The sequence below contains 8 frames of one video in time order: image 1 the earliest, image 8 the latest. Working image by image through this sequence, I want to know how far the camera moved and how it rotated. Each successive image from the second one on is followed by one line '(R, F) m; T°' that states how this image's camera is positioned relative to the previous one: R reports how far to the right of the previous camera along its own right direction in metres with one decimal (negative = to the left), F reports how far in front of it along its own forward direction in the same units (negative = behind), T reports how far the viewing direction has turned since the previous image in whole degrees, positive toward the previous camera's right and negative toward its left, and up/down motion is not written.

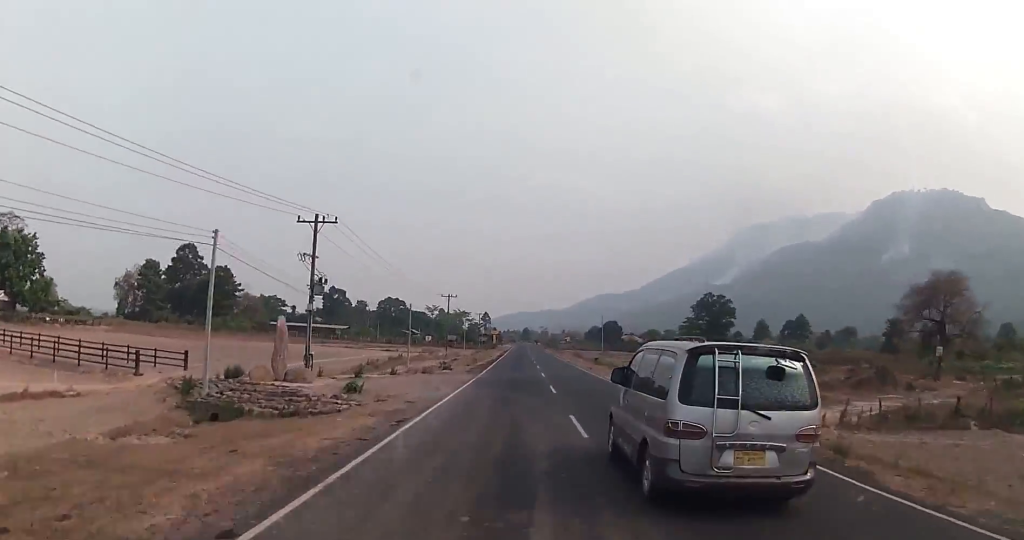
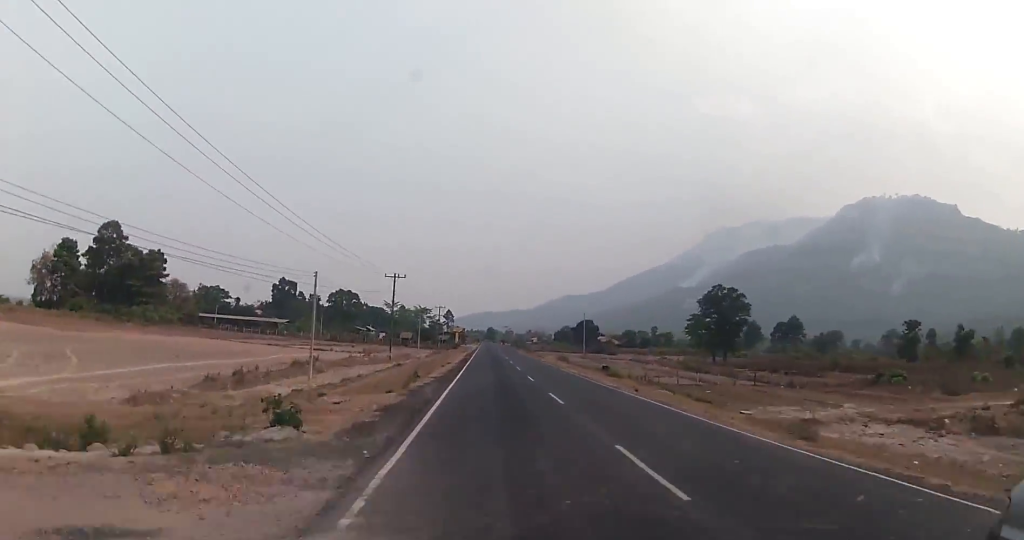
(+0.9, +31.8) m; +1°
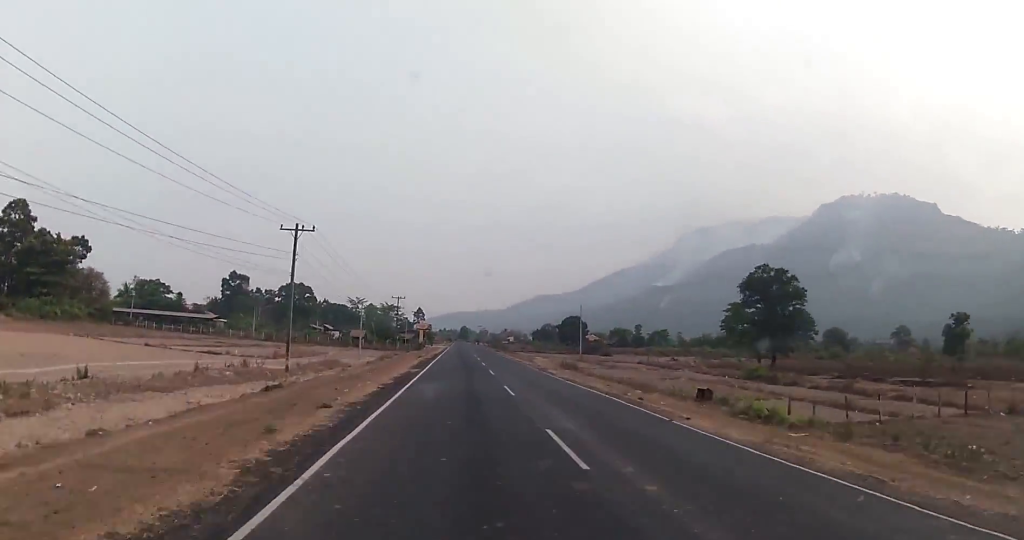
(+0.5, +34.4) m; +1°
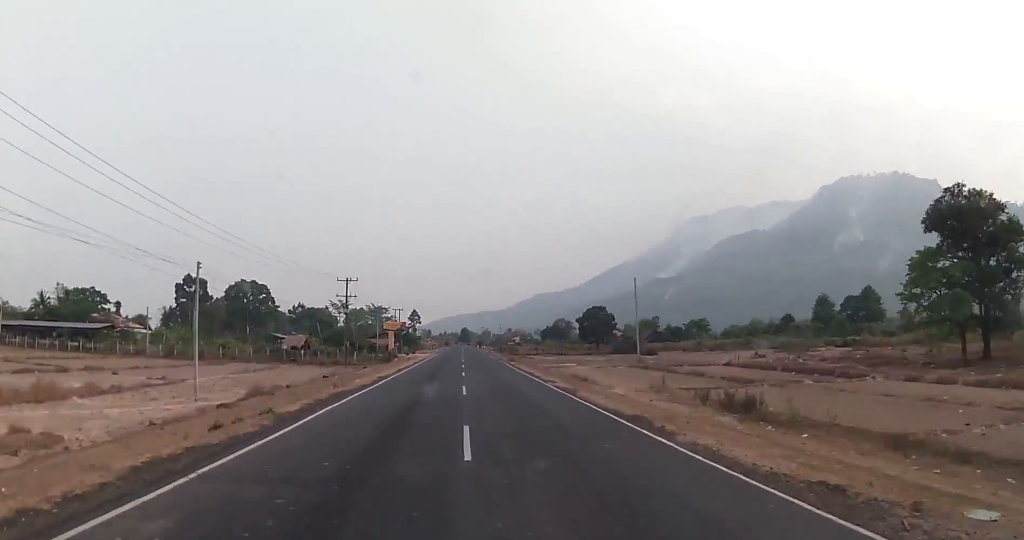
(+0.3, +47.4) m; 0°
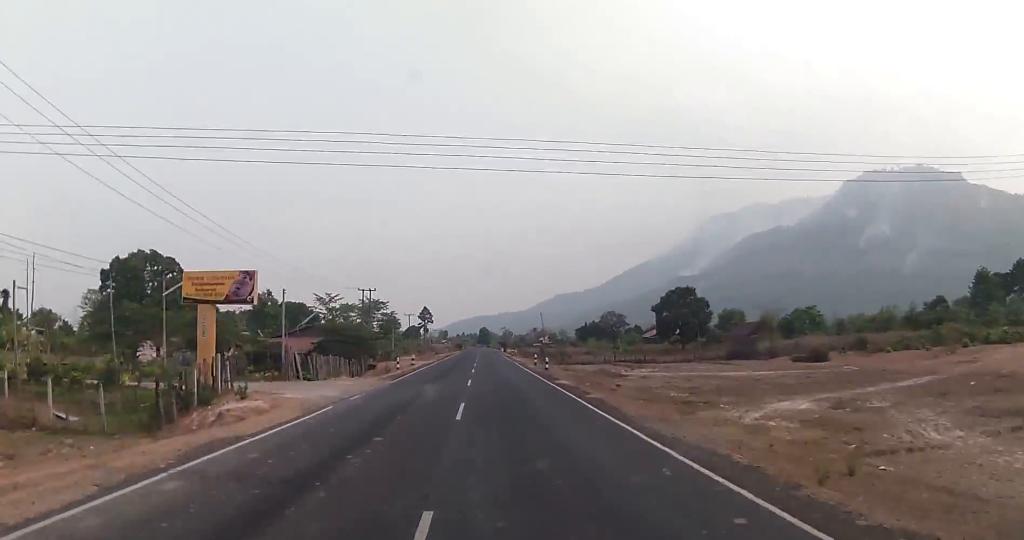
(+0.1, +66.5) m; 0°
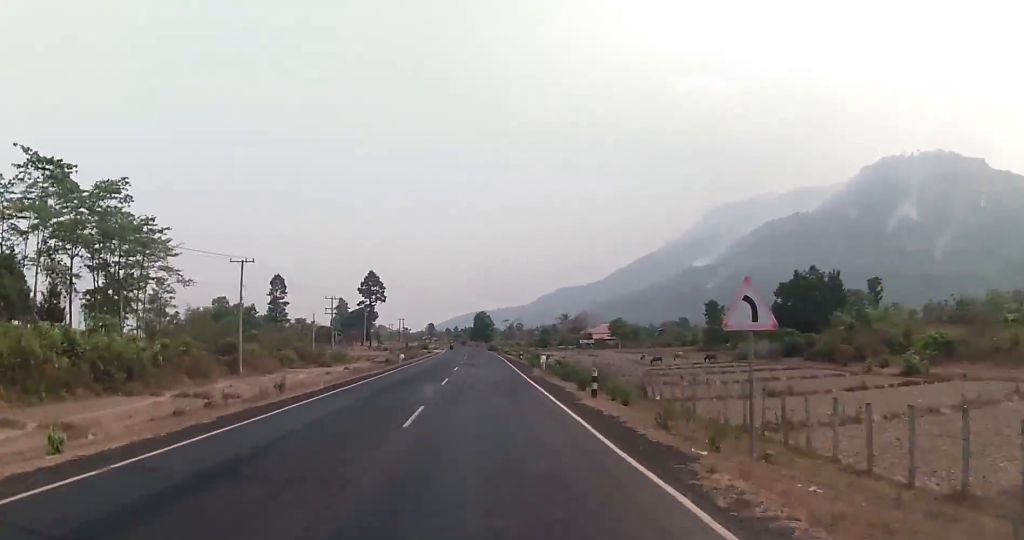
(-1.9, +190.7) m; -1°
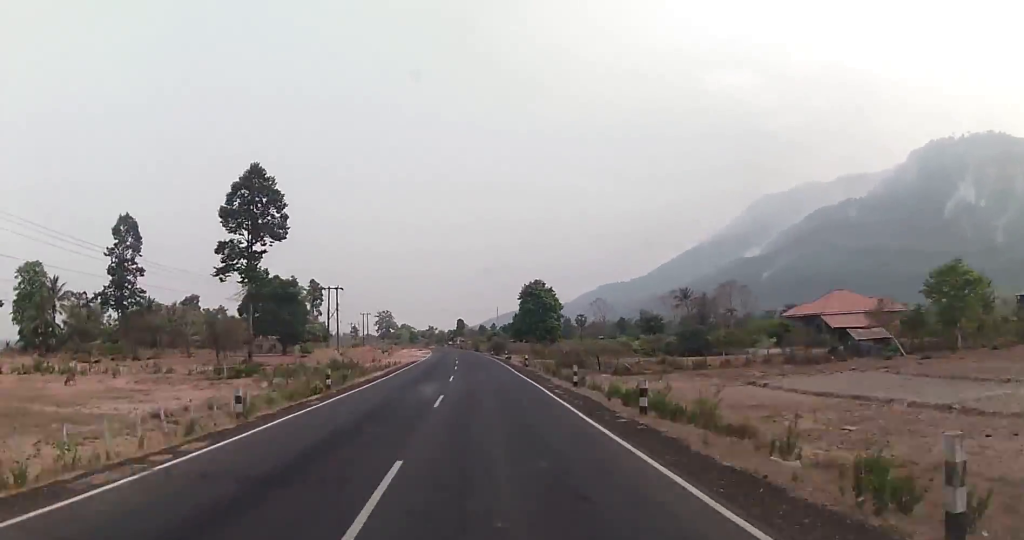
(-3.2, +140.0) m; -3°
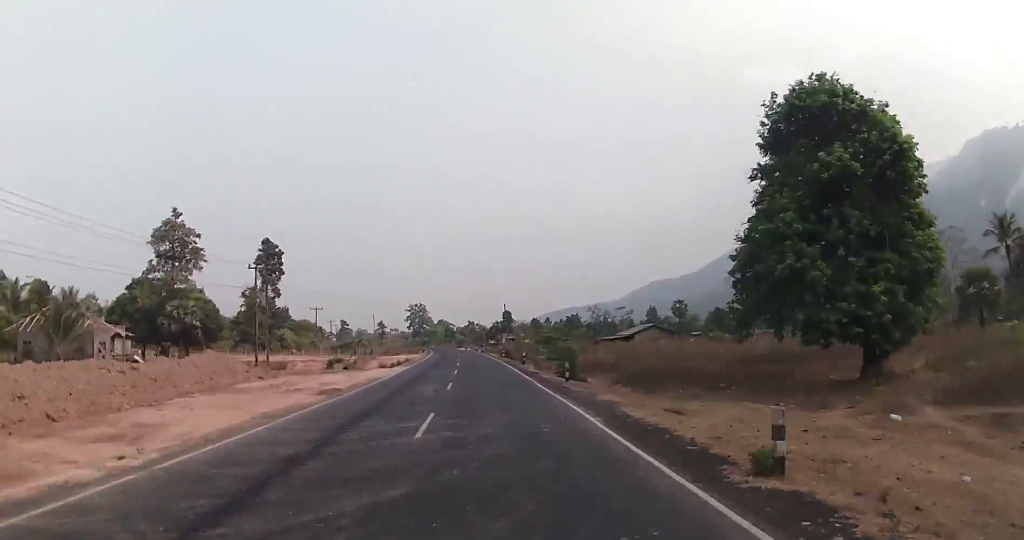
(-2.9, +102.0) m; -4°
